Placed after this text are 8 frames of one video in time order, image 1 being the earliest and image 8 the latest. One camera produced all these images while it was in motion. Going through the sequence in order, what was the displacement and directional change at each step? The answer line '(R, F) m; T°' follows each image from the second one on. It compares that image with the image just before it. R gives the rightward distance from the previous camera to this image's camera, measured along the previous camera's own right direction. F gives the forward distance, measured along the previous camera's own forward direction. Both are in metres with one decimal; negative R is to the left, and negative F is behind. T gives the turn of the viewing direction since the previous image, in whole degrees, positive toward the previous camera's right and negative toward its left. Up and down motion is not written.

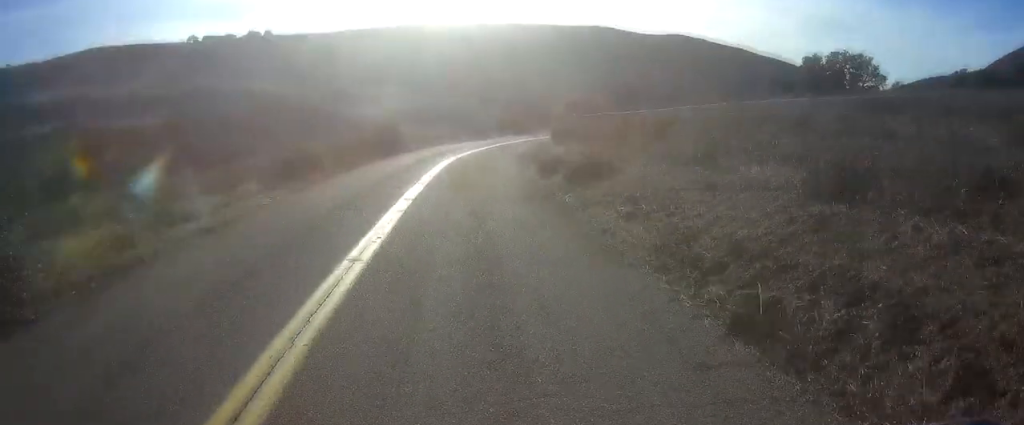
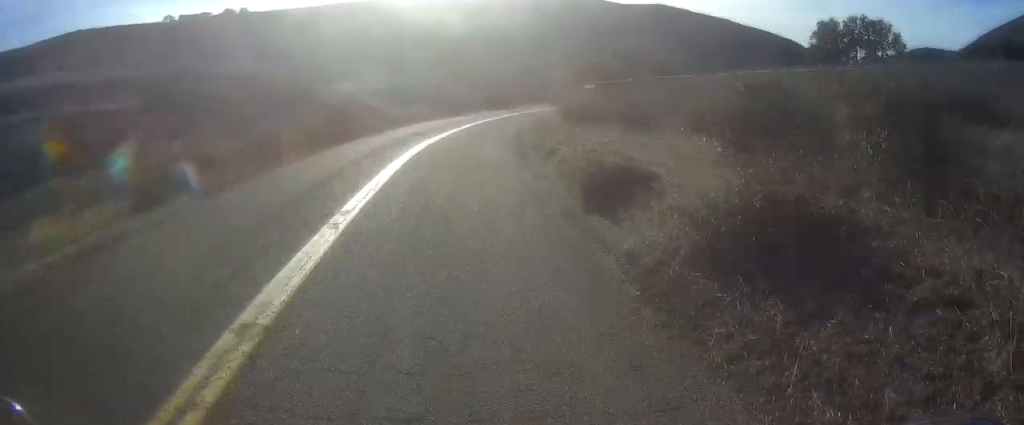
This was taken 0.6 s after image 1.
(-0.2, +10.0) m; 0°
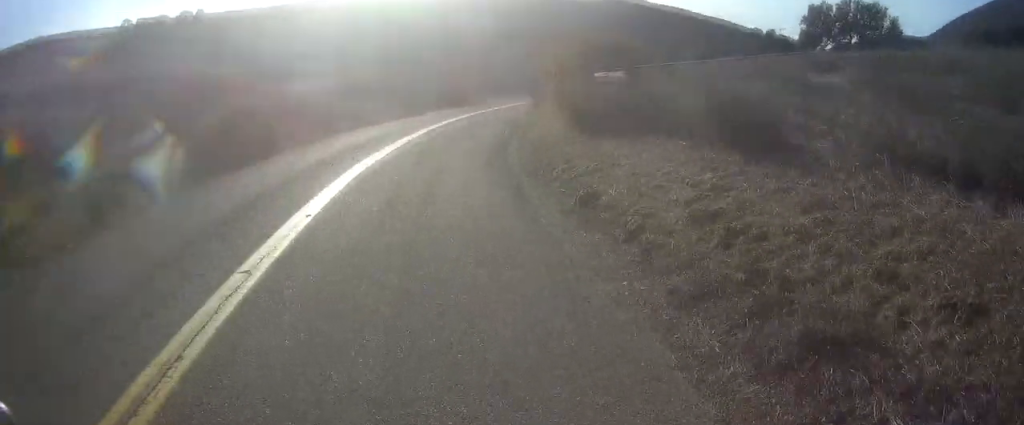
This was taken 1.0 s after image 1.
(+0.1, +7.8) m; +1°
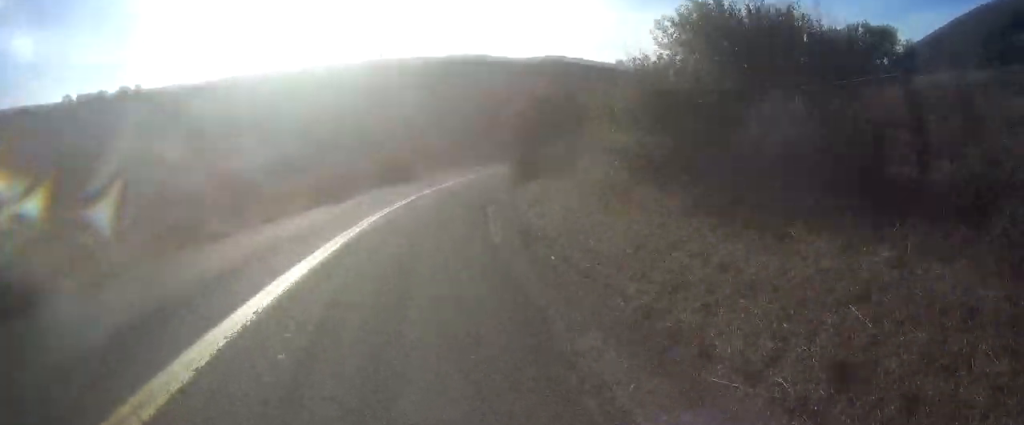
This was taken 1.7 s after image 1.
(+0.1, +13.3) m; +3°
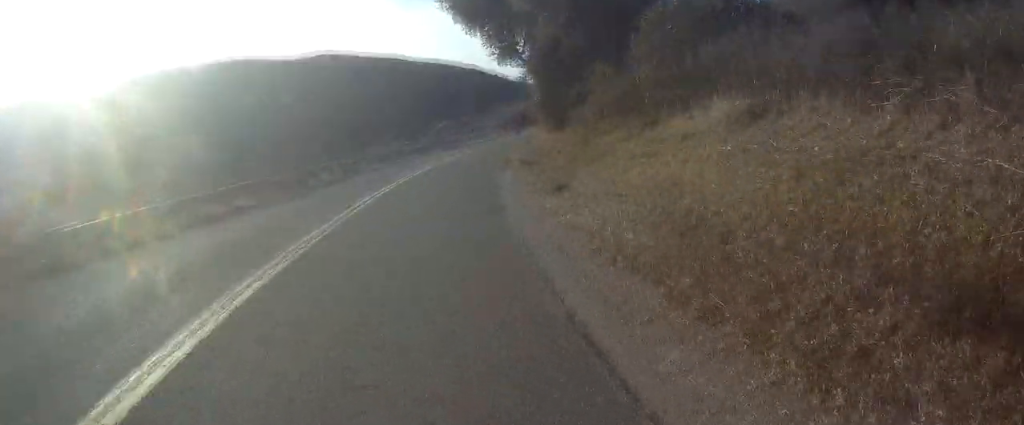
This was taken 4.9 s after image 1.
(+10.2, +59.6) m; +19°
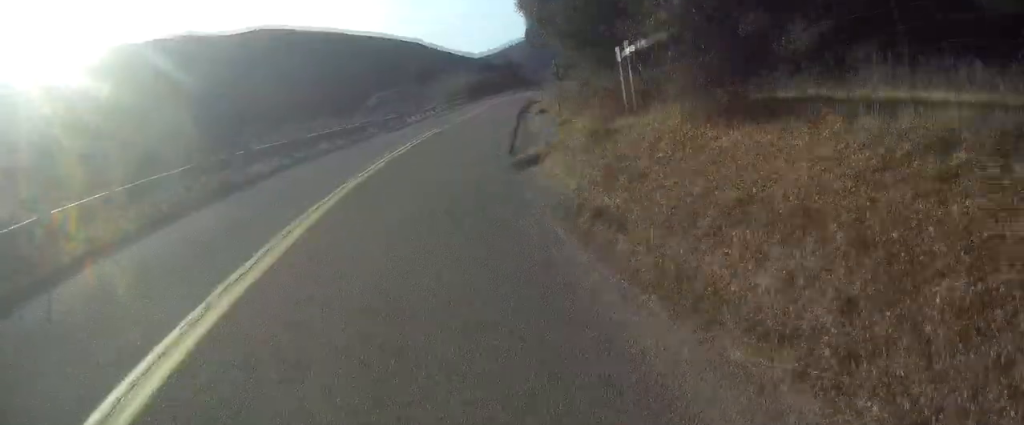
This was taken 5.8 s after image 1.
(+0.6, +16.0) m; +5°
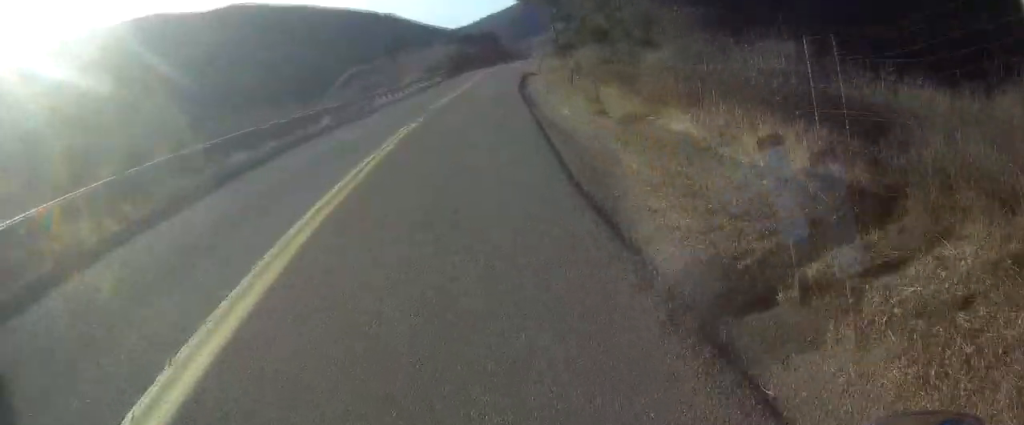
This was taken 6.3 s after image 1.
(+0.2, +10.0) m; +3°
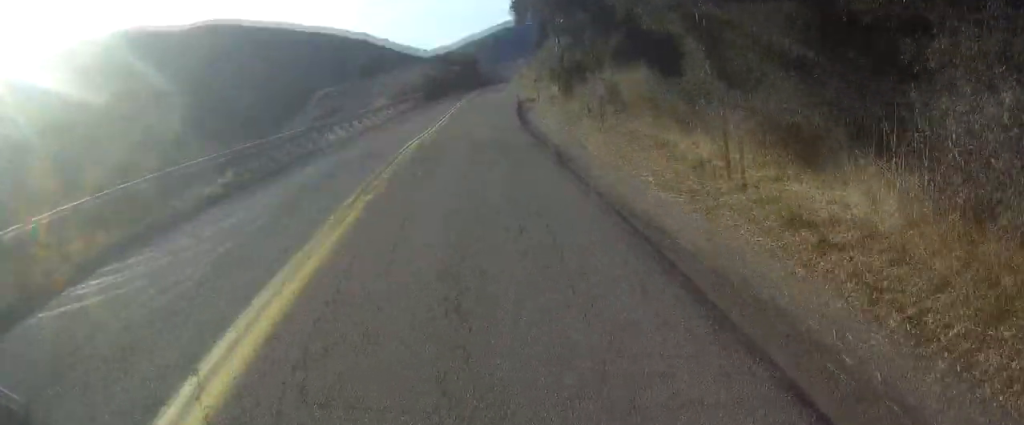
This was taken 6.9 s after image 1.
(+0.3, +10.5) m; +4°
